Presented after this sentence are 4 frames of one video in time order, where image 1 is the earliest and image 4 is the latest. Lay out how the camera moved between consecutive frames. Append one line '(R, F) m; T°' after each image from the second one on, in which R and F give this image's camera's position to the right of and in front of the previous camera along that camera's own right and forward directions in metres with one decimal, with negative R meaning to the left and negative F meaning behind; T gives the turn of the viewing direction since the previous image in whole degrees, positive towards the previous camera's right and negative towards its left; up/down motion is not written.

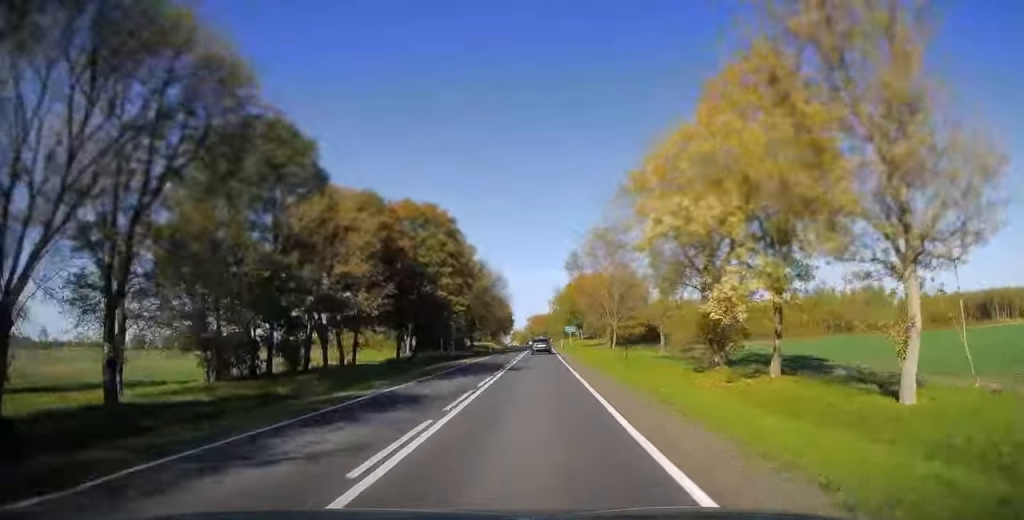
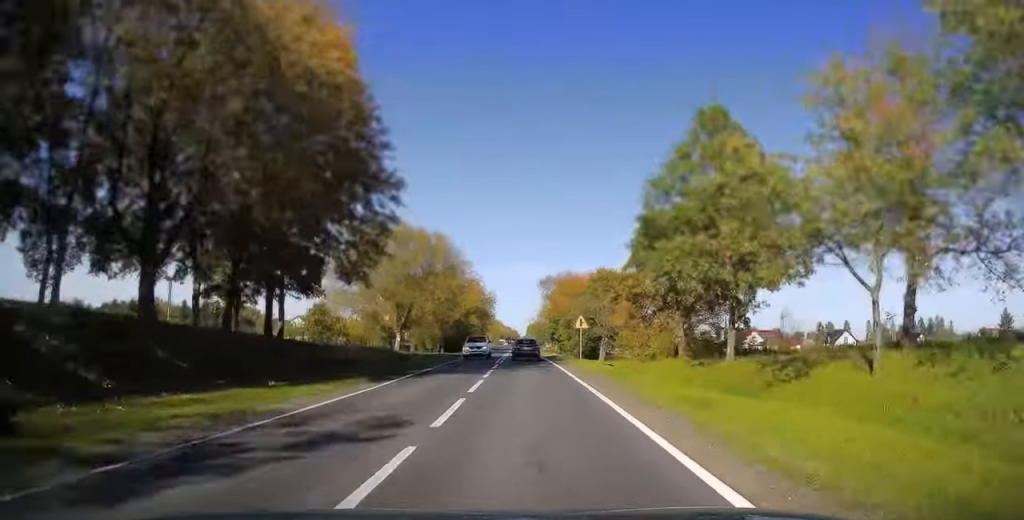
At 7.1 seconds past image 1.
(-1.2, +174.3) m; -2°
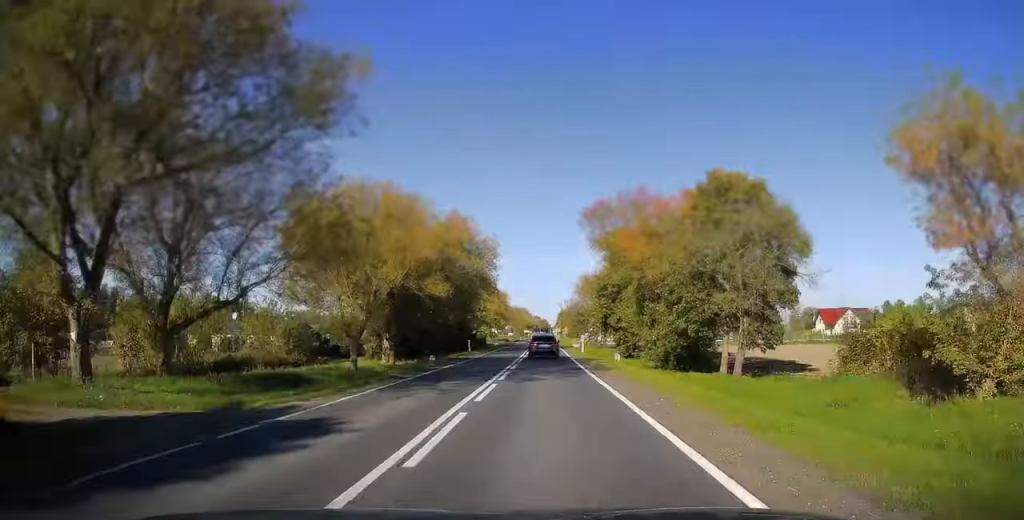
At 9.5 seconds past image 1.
(-1.3, +52.3) m; -2°
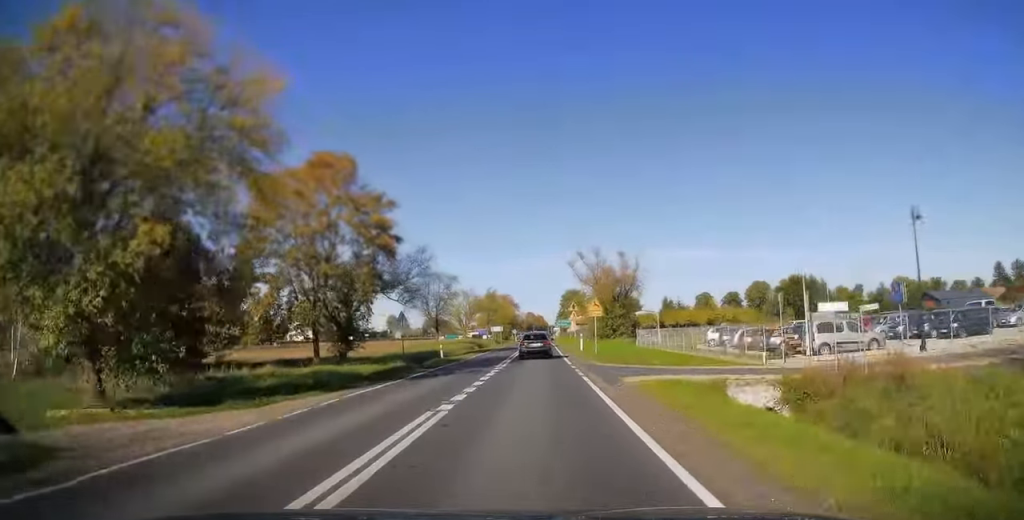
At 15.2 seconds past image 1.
(-0.8, +109.1) m; 0°
